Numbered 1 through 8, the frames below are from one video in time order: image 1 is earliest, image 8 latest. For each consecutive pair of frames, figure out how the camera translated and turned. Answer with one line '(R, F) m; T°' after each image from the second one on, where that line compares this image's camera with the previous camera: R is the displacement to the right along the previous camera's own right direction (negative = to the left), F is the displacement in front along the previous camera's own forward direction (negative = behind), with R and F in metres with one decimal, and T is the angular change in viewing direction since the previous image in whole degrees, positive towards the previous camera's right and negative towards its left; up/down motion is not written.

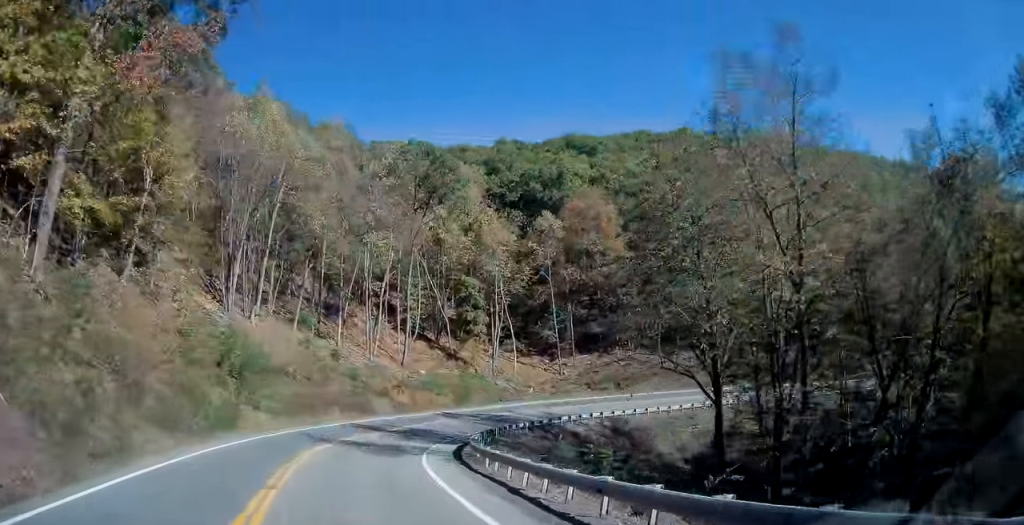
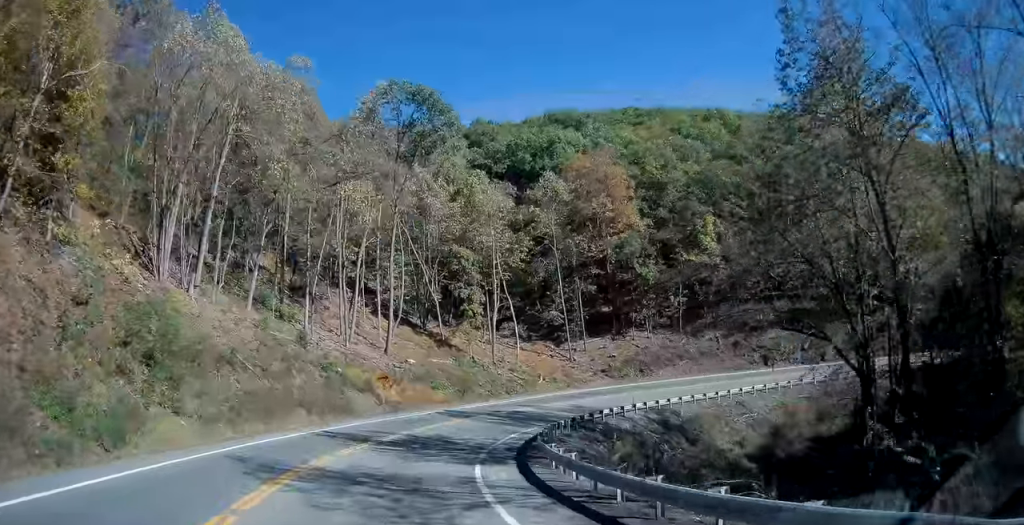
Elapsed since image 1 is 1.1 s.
(+0.5, +14.9) m; +6°
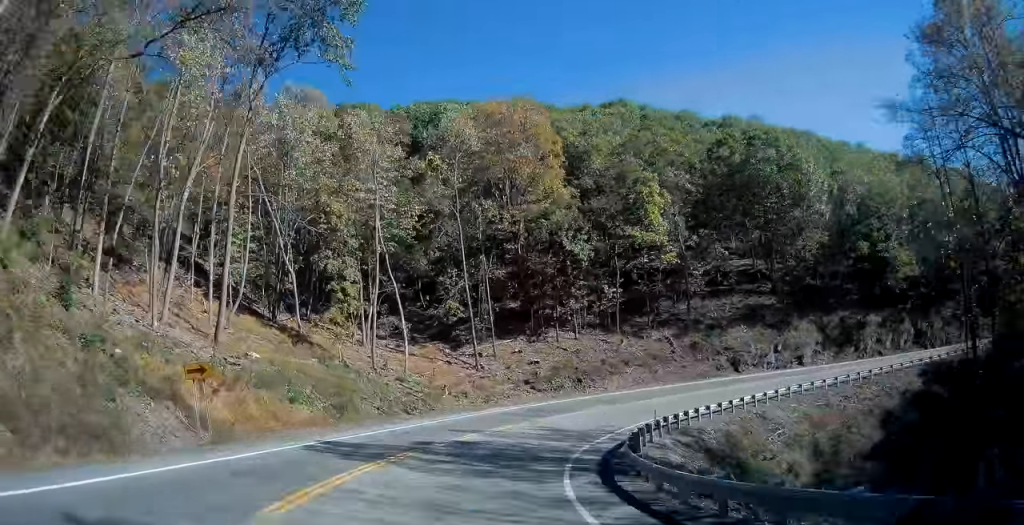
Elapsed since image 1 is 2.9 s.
(+4.0, +23.4) m; +24°
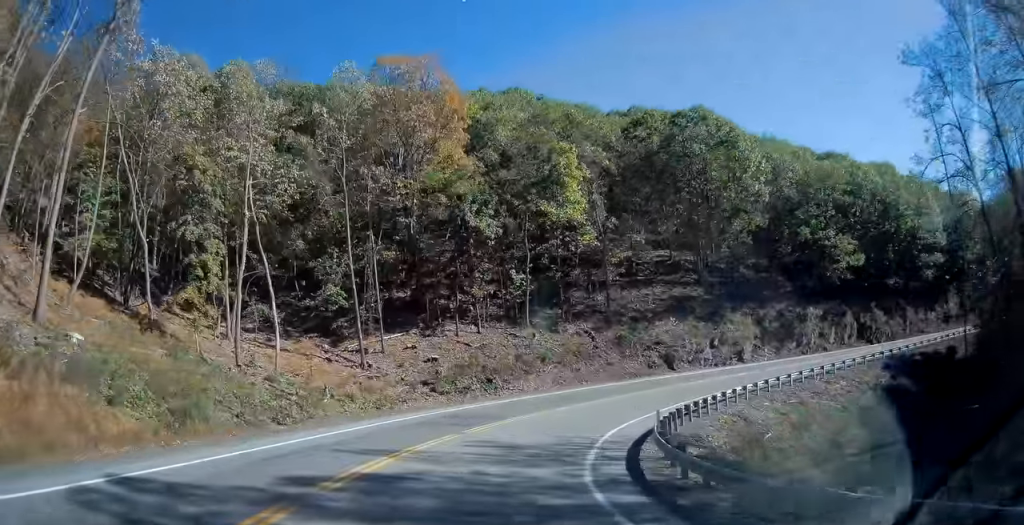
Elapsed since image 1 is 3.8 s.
(+1.3, +10.5) m; +15°
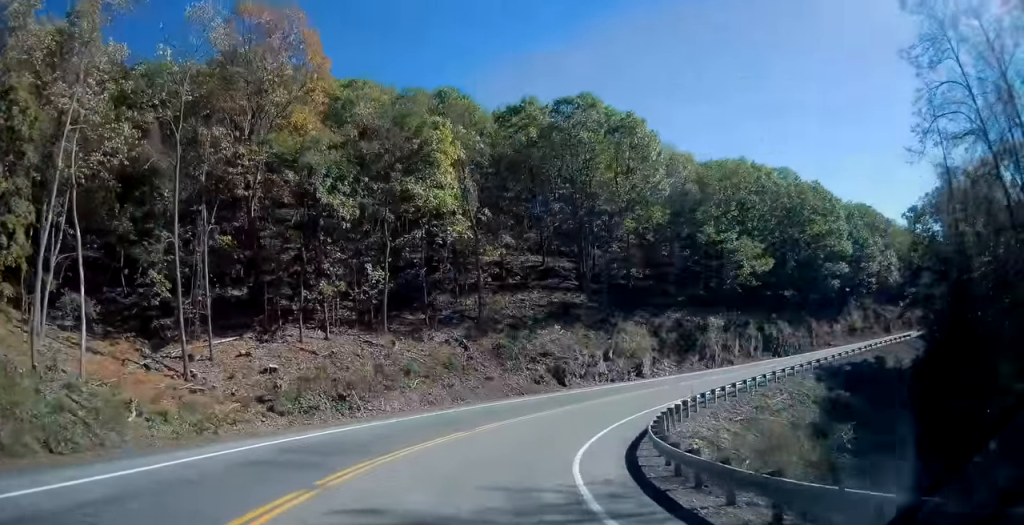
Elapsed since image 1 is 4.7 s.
(+1.2, +10.0) m; +15°
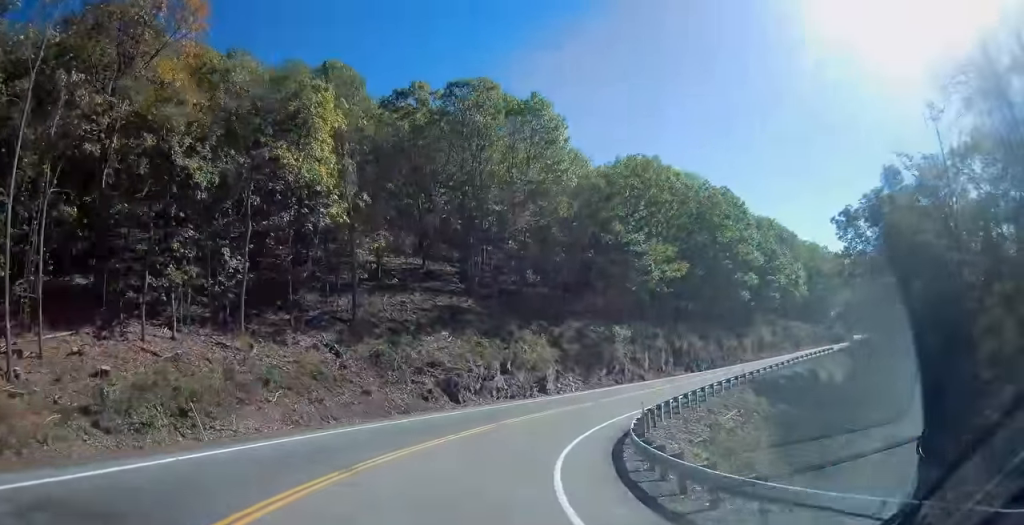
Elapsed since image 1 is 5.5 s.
(+0.8, +8.2) m; +12°
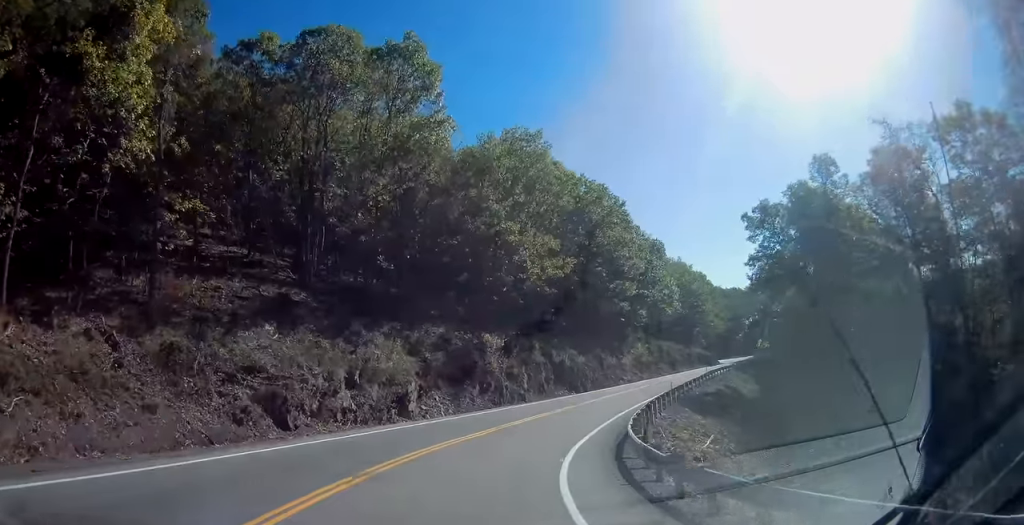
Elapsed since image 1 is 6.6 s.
(+1.8, +12.1) m; +14°
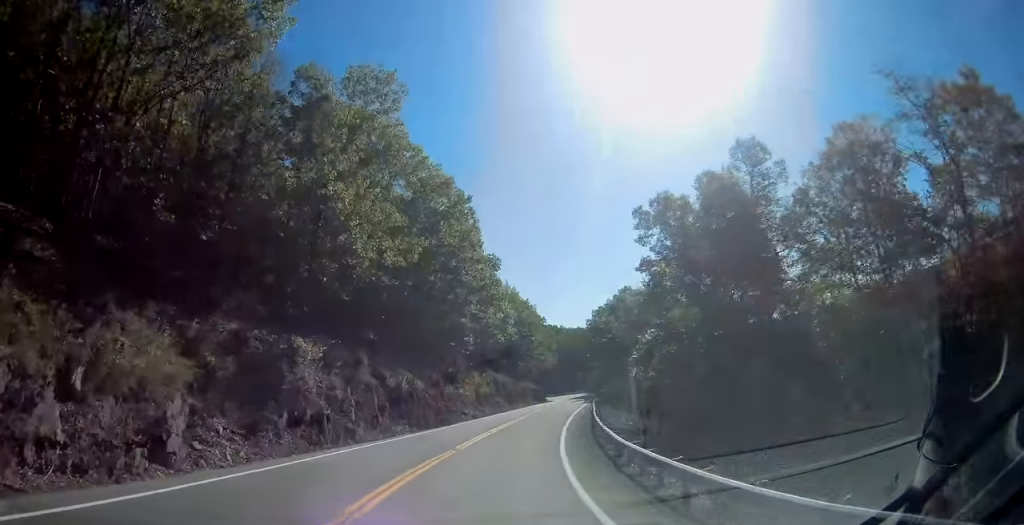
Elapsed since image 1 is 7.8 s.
(+2.1, +13.6) m; +18°
